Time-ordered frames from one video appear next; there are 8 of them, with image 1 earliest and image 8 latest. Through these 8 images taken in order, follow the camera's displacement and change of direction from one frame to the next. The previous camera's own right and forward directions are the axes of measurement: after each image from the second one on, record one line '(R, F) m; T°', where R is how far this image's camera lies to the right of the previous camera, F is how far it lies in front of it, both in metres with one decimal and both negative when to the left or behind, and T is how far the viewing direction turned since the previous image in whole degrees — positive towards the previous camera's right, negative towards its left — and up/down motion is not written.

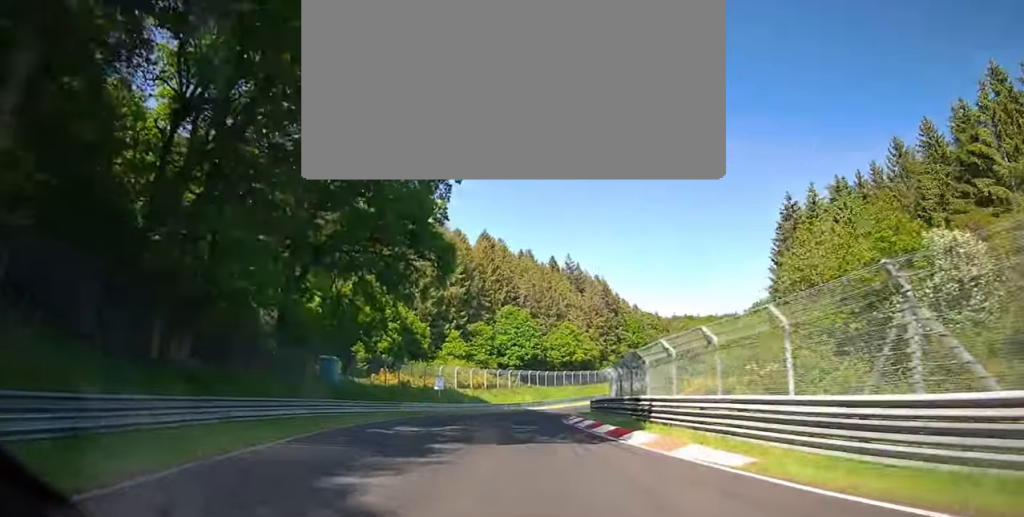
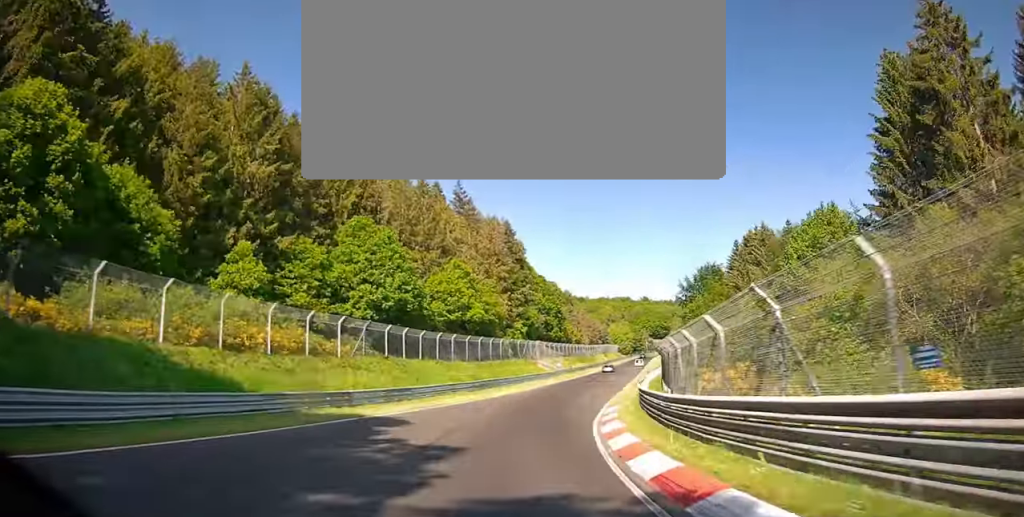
(+4.6, +44.6) m; +13°
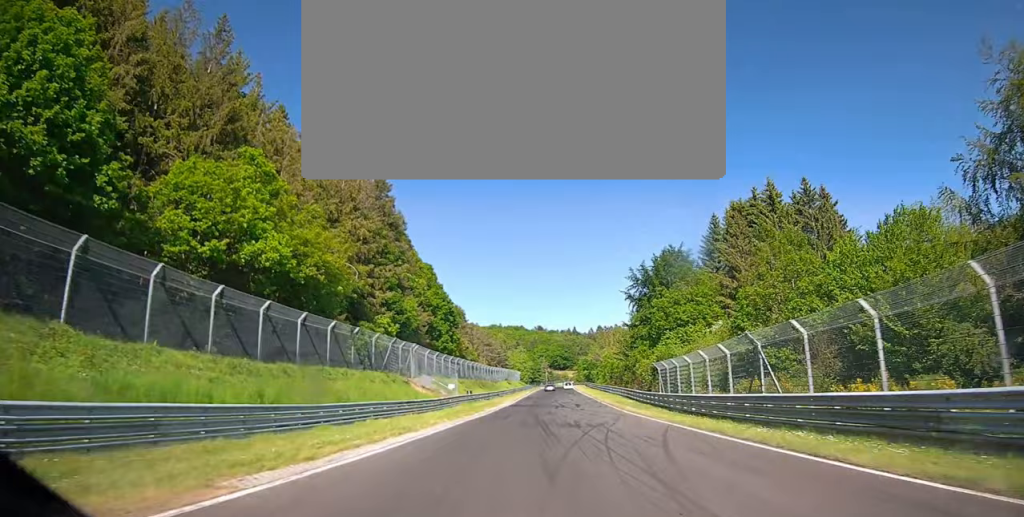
(+5.1, +39.3) m; +12°
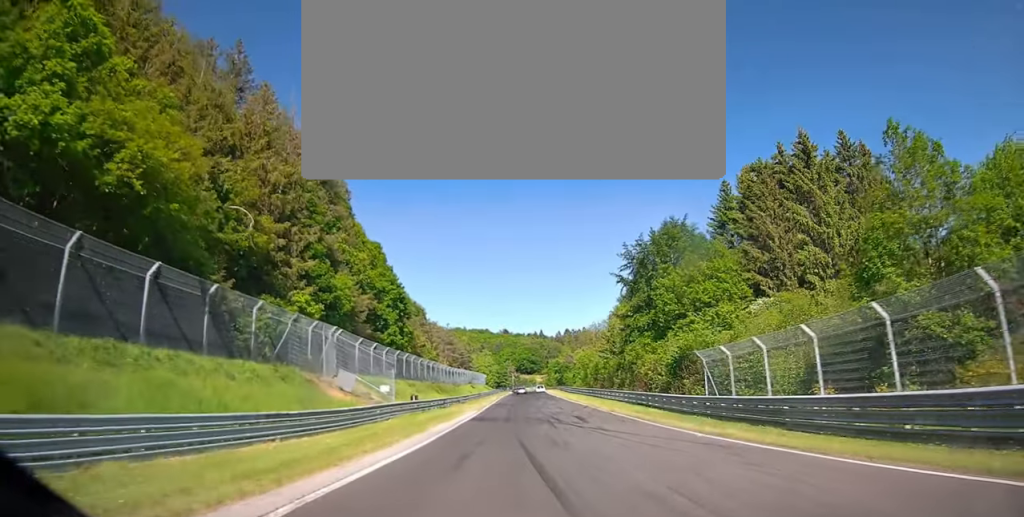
(+0.8, +16.2) m; +3°
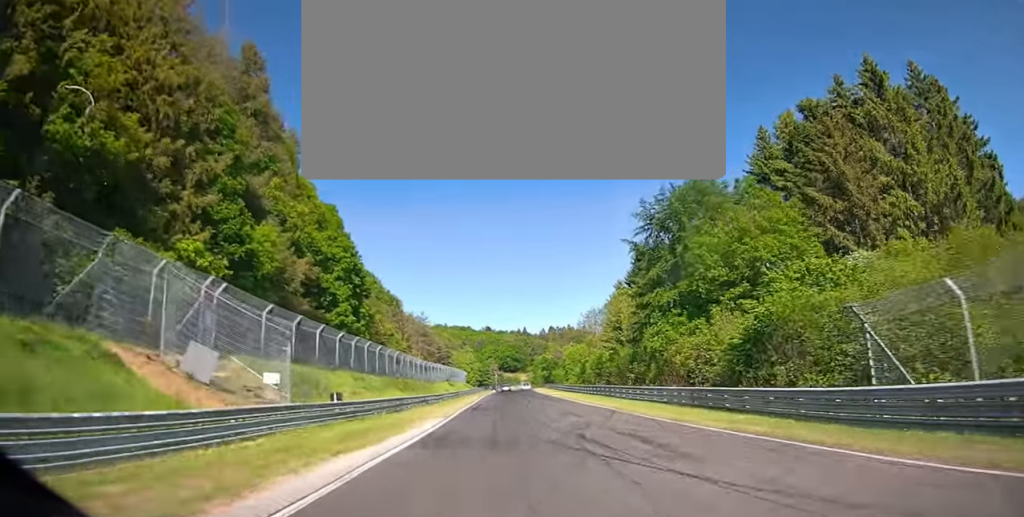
(+0.3, +14.8) m; +1°
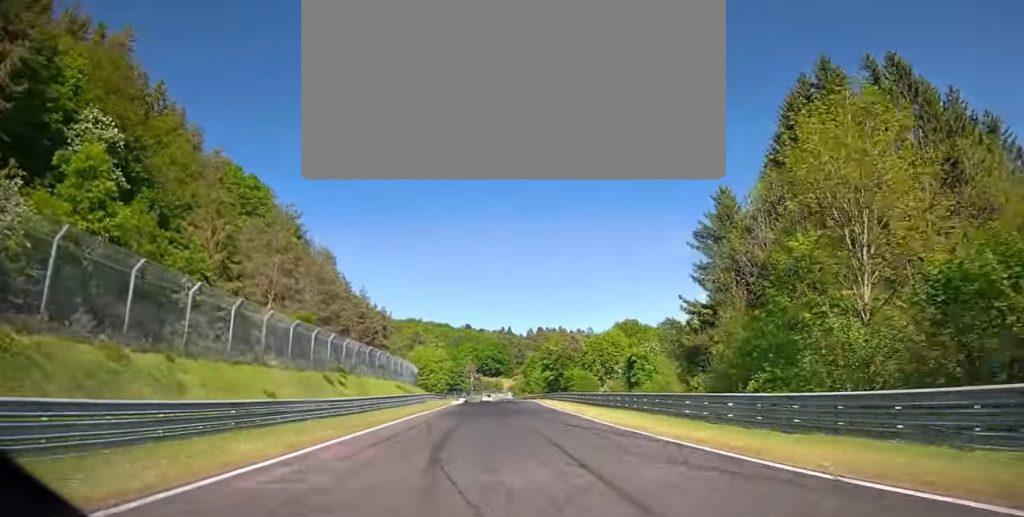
(+2.0, +61.2) m; +4°
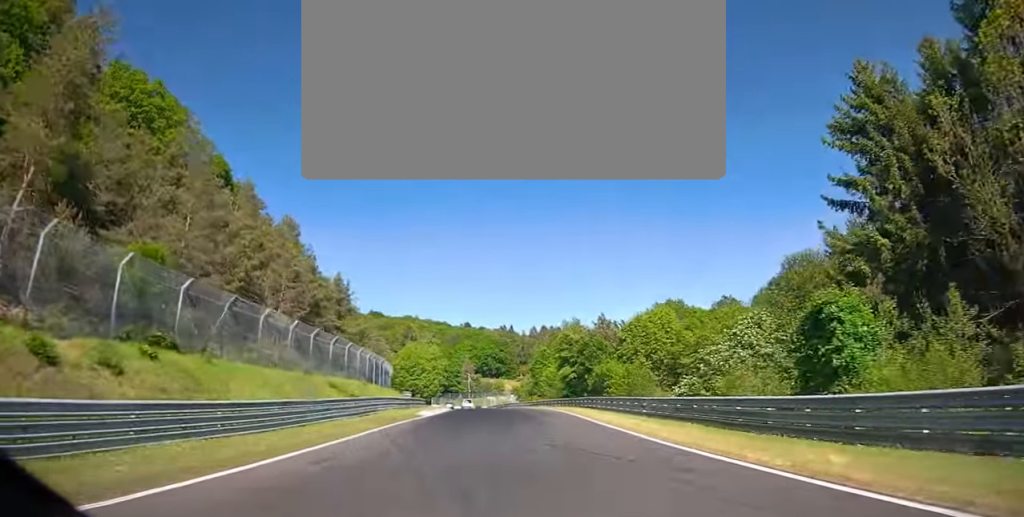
(+0.2, +24.6) m; -1°
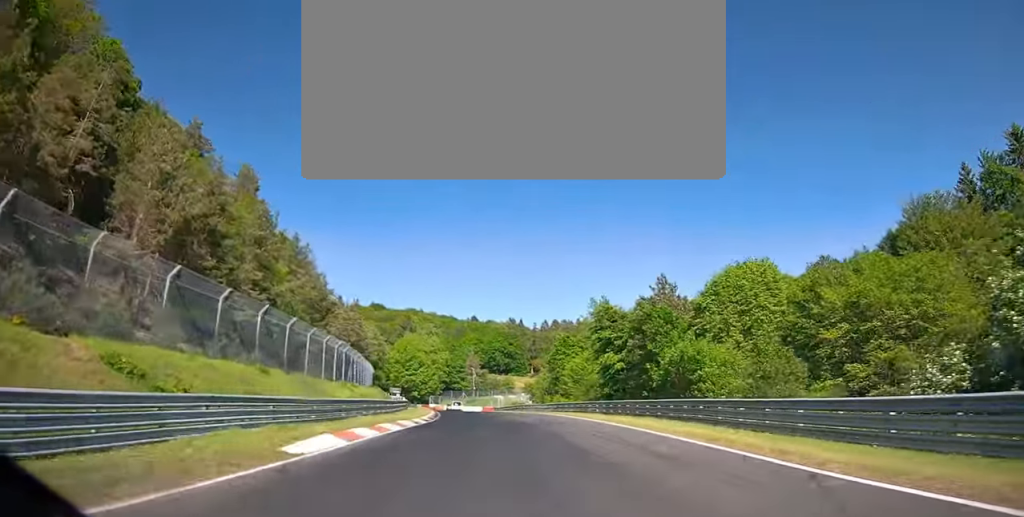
(0.0, +21.8) m; -2°
